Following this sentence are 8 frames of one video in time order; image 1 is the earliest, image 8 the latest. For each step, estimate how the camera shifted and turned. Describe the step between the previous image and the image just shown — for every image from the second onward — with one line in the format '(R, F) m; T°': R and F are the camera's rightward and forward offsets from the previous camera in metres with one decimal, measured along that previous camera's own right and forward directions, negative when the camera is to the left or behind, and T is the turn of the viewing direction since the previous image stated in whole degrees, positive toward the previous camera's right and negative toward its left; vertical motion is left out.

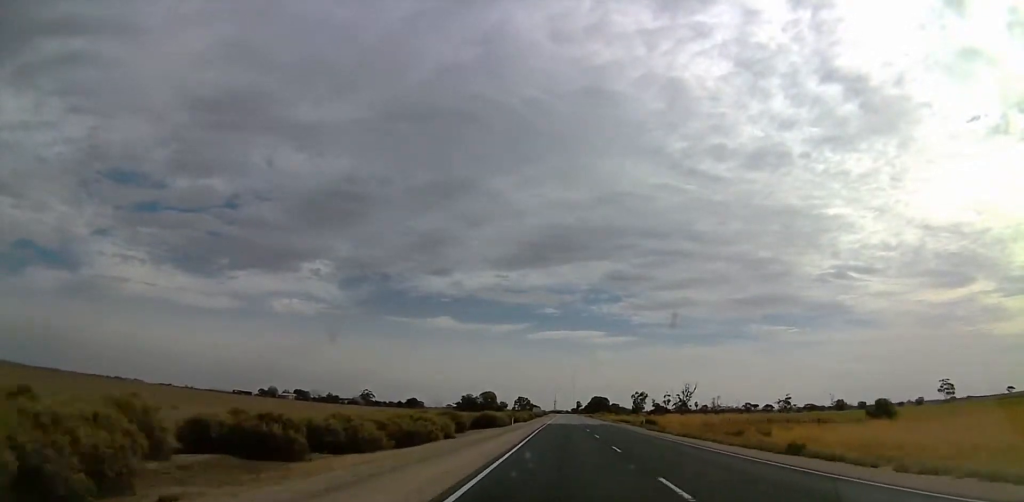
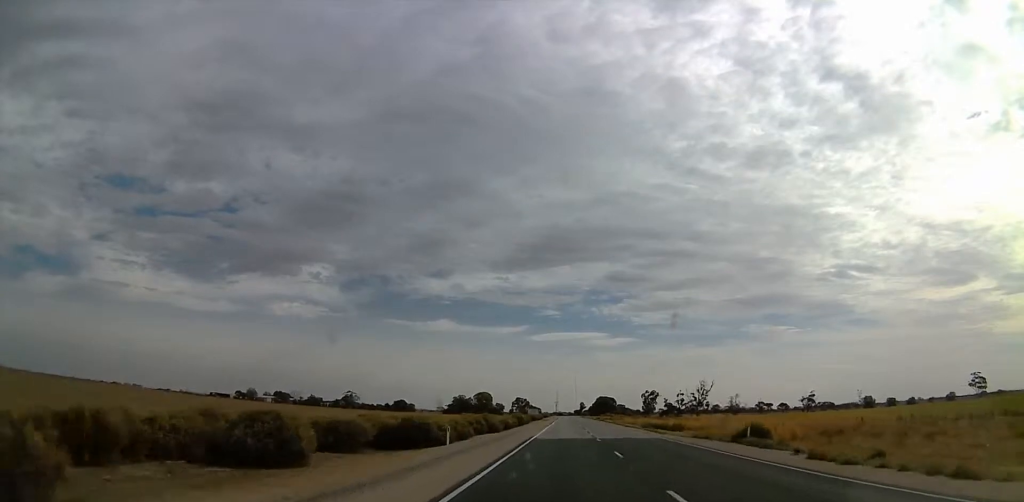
(0.0, +36.8) m; 0°
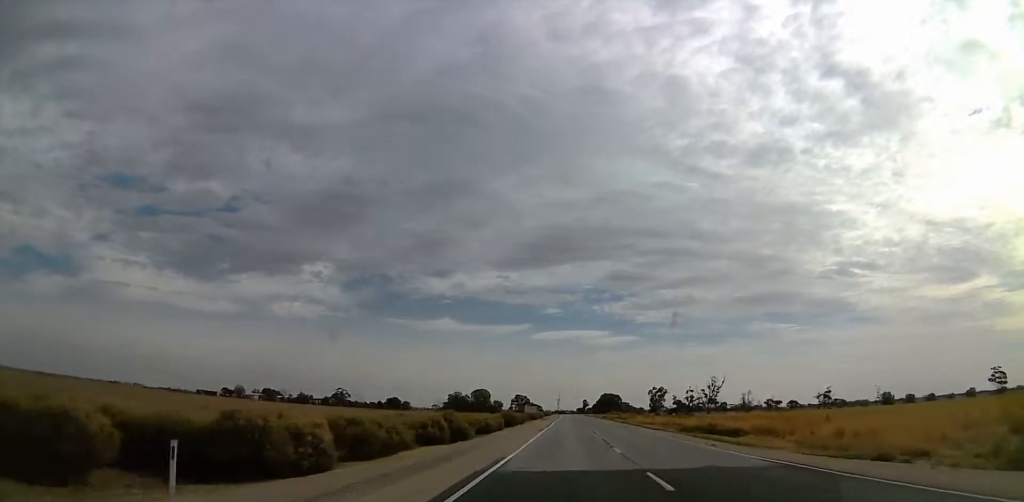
(0.0, +20.8) m; 0°
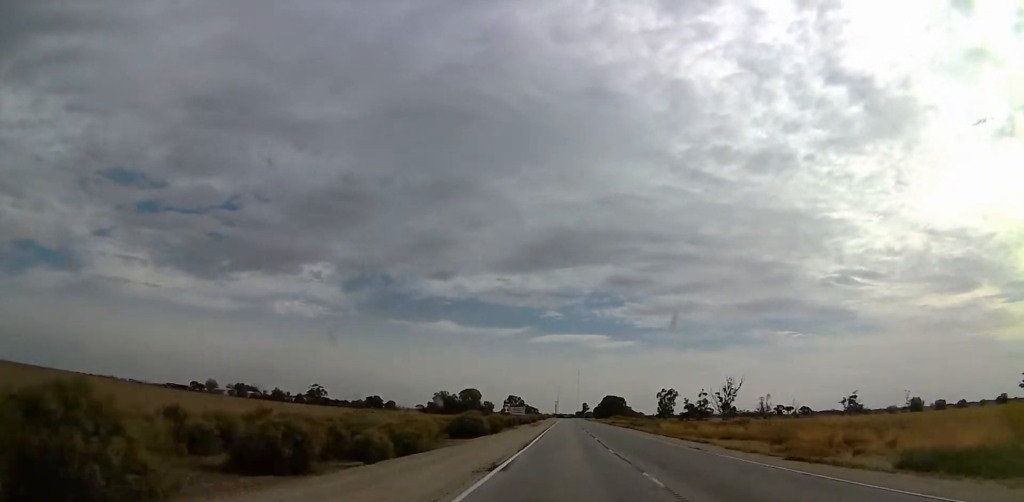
(0.0, +34.4) m; 0°
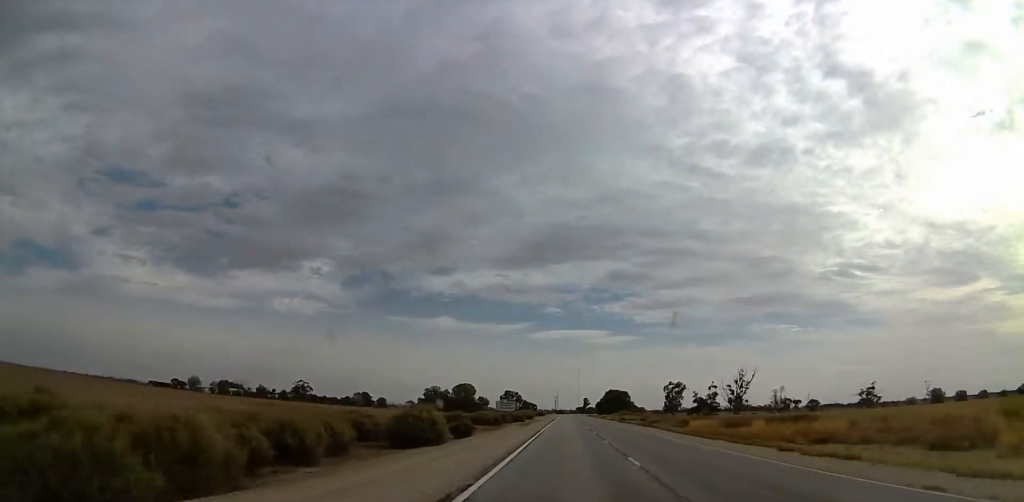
(0.0, +19.0) m; 0°
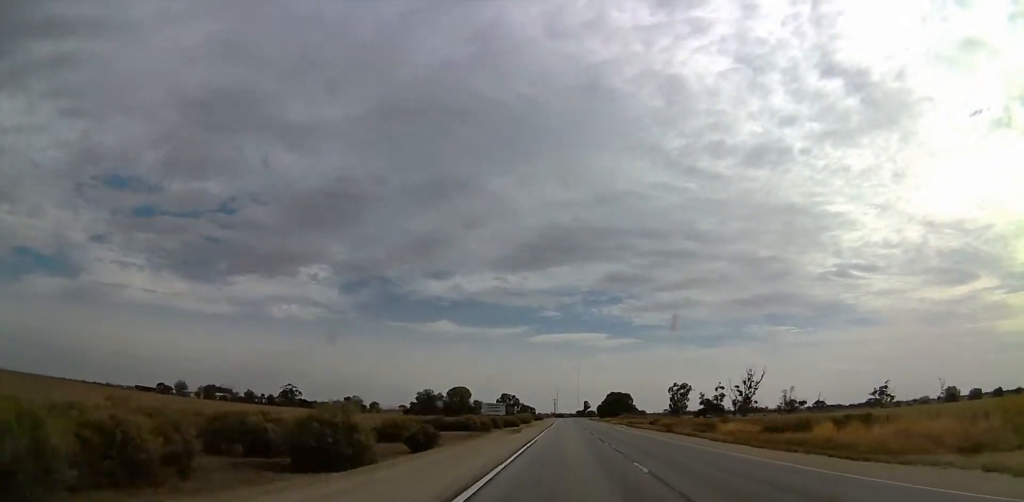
(0.0, +13.5) m; 0°
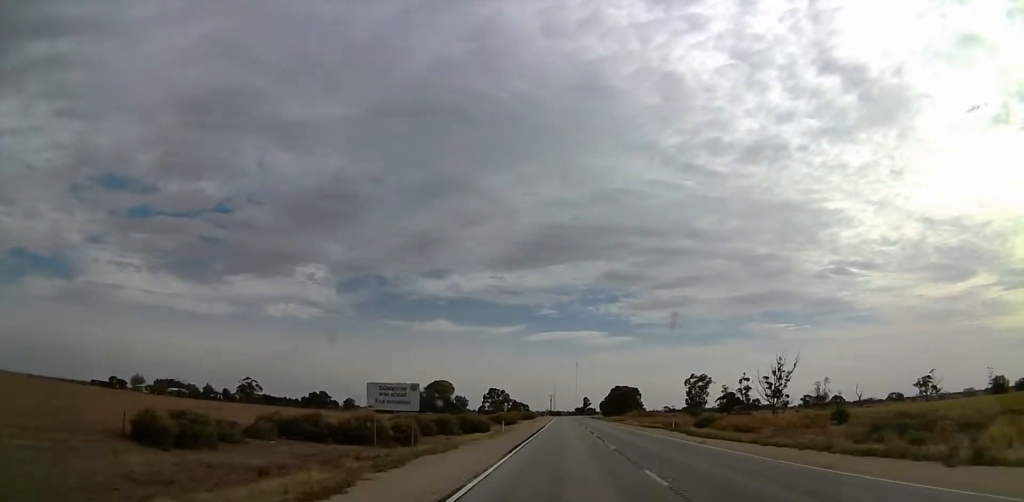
(0.0, +39.6) m; 0°
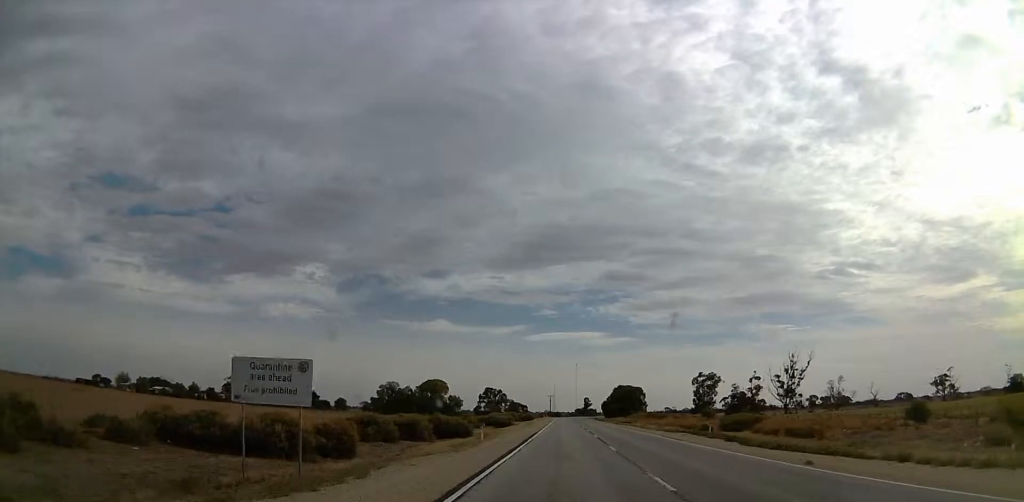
(0.0, +12.6) m; 0°
